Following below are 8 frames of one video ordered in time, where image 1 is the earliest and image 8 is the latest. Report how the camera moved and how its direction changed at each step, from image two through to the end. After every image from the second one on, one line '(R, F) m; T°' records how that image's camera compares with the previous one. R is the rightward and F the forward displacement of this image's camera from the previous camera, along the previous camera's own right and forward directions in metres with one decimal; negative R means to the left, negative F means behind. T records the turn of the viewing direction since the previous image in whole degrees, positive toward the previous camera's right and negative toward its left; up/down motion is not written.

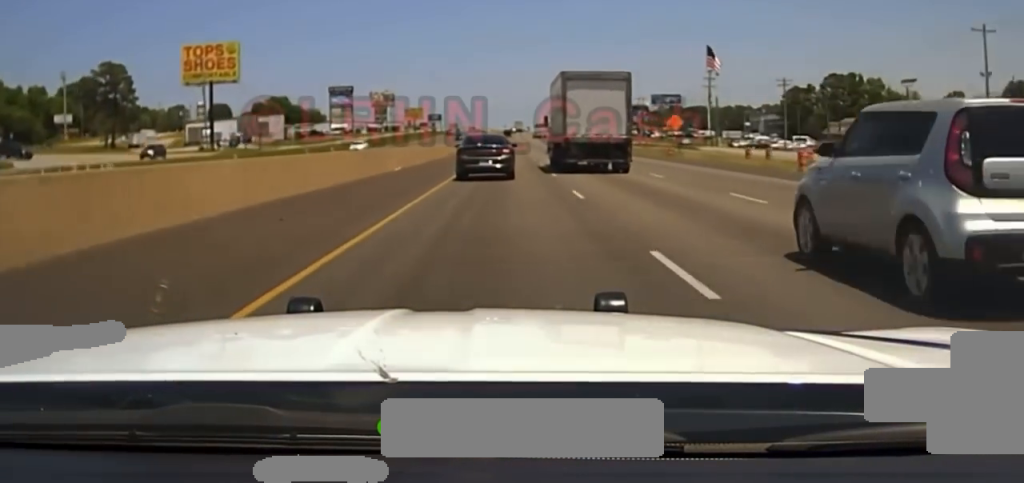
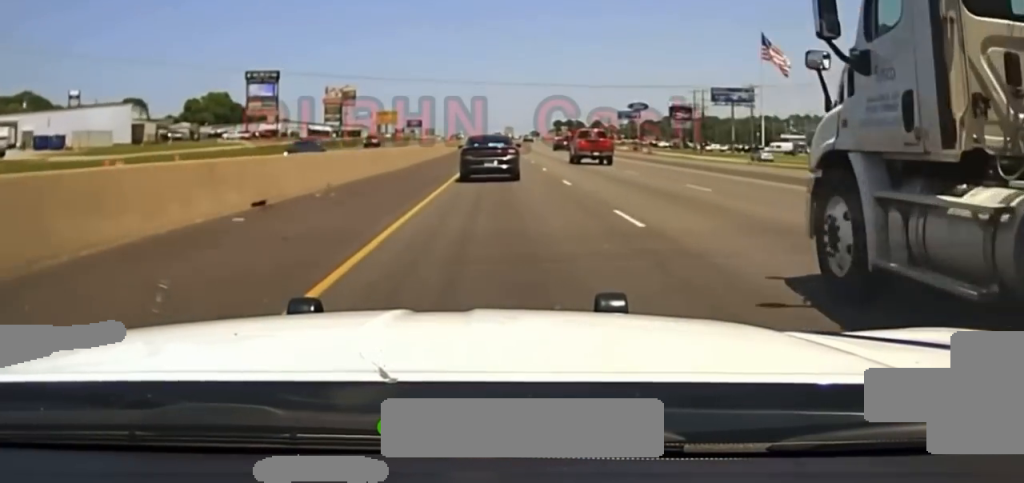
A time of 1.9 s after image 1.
(+1.3, +93.8) m; +1°
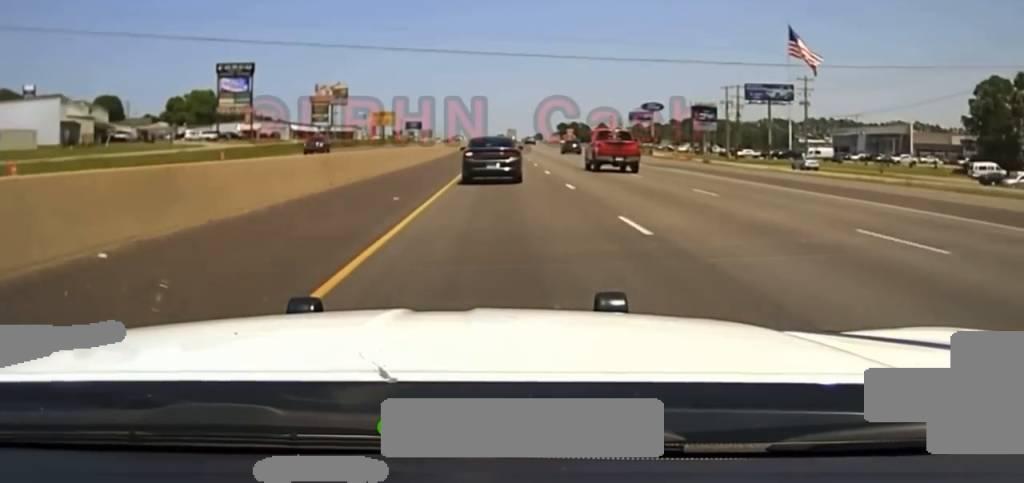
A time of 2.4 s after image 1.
(+0.1, +21.4) m; 0°
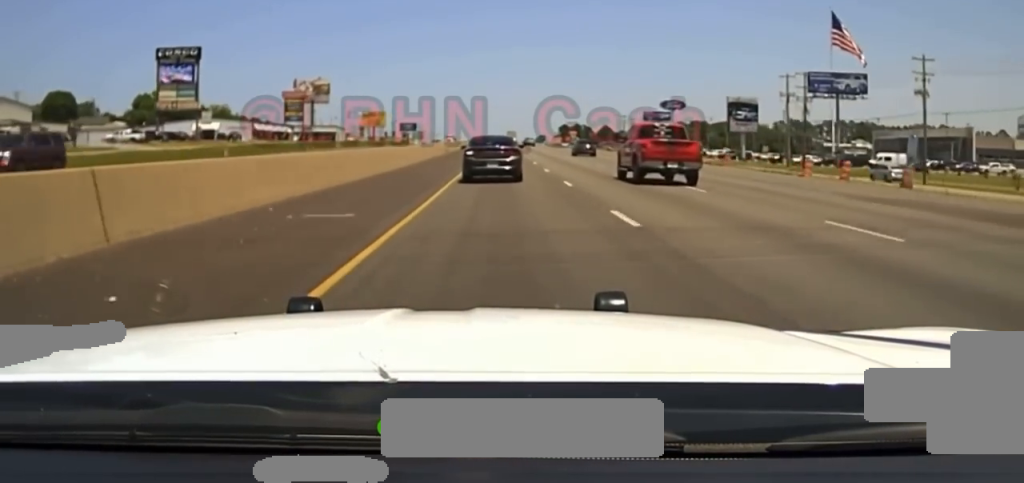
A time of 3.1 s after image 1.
(+0.1, +30.1) m; 0°
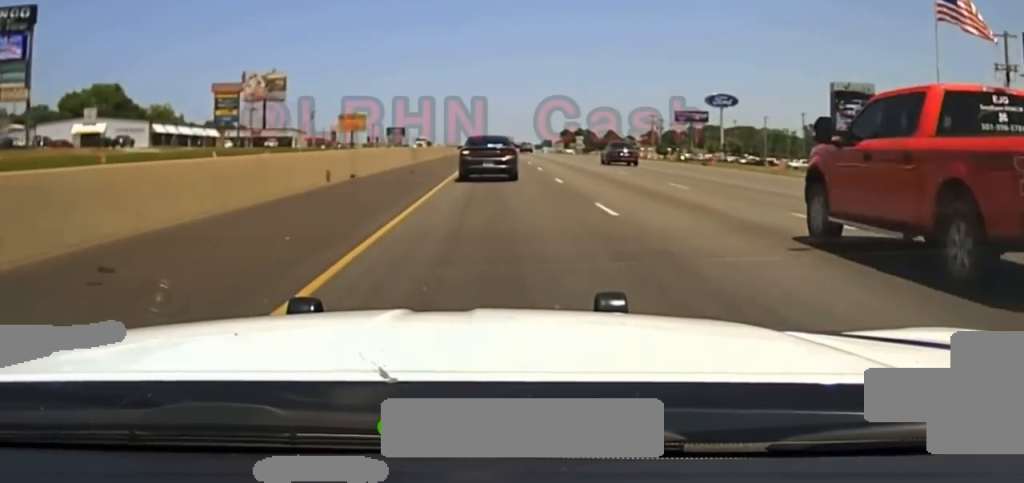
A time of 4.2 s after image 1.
(+0.1, +52.2) m; 0°
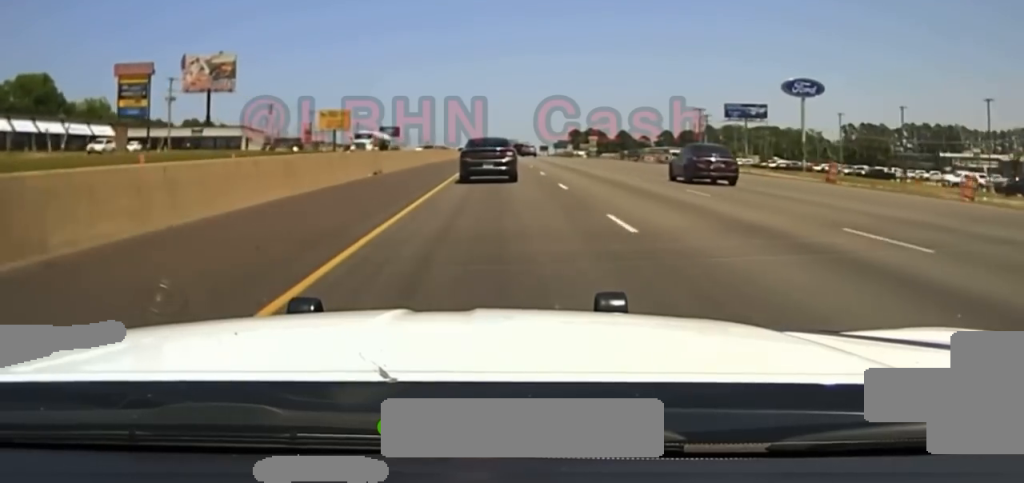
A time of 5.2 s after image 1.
(-0.1, +49.3) m; 0°
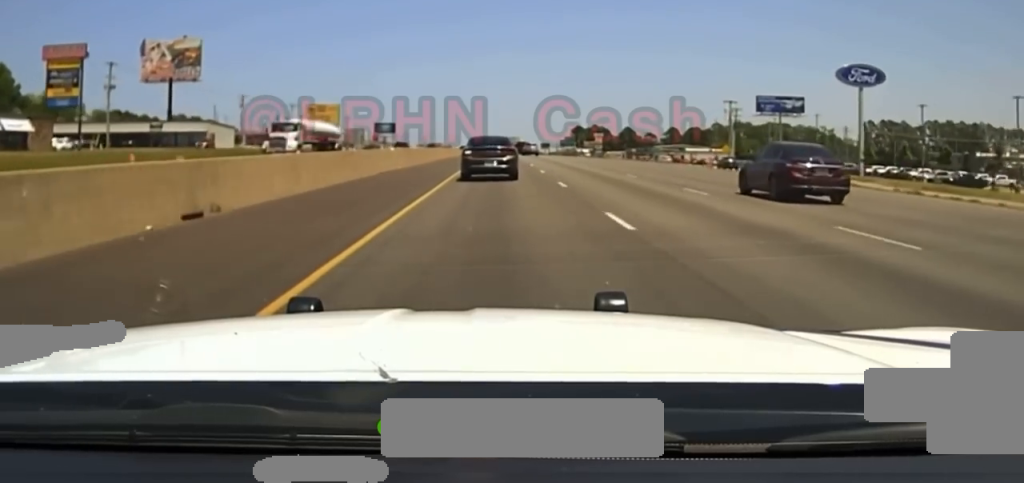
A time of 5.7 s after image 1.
(-0.1, +24.1) m; 0°
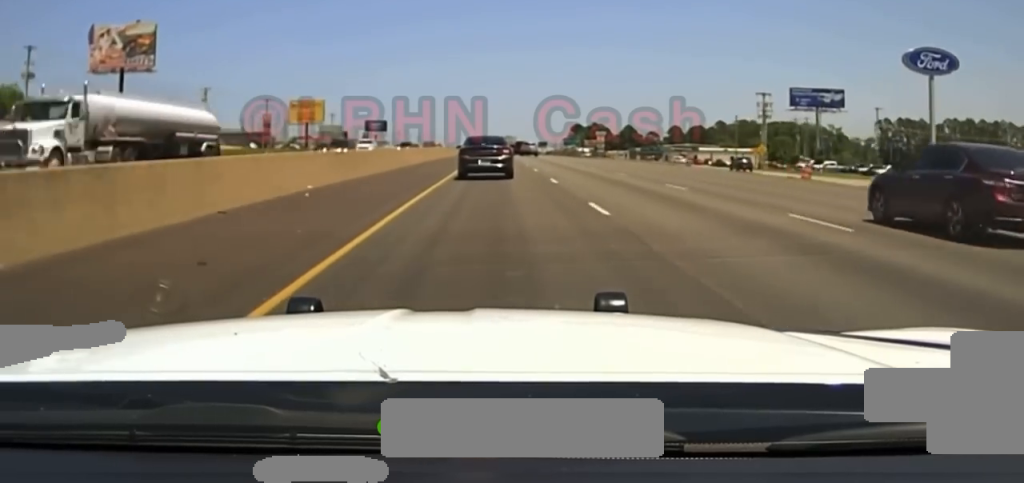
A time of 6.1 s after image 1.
(0.0, +23.3) m; 0°
